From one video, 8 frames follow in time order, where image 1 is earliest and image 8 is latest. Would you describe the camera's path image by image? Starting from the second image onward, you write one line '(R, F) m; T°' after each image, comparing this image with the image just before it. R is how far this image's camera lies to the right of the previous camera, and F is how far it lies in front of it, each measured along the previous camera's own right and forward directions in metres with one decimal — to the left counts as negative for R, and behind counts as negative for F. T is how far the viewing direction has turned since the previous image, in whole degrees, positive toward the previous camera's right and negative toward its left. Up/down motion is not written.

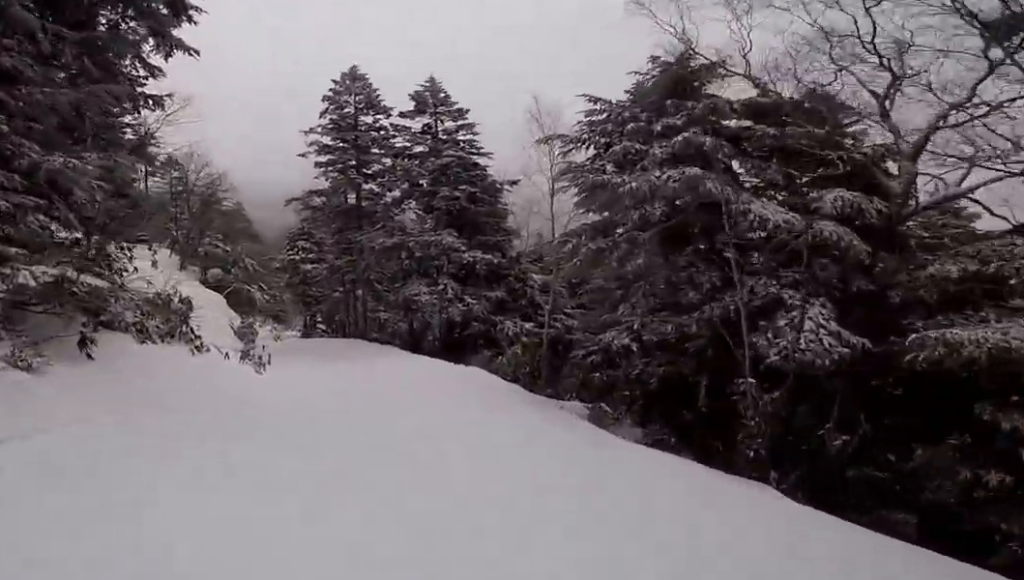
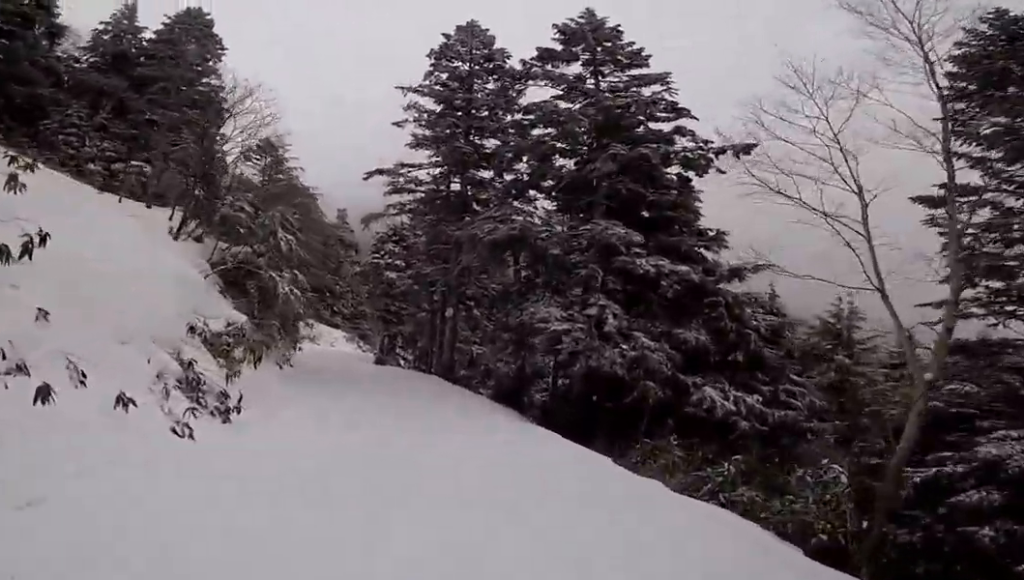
(-1.1, +7.5) m; -21°
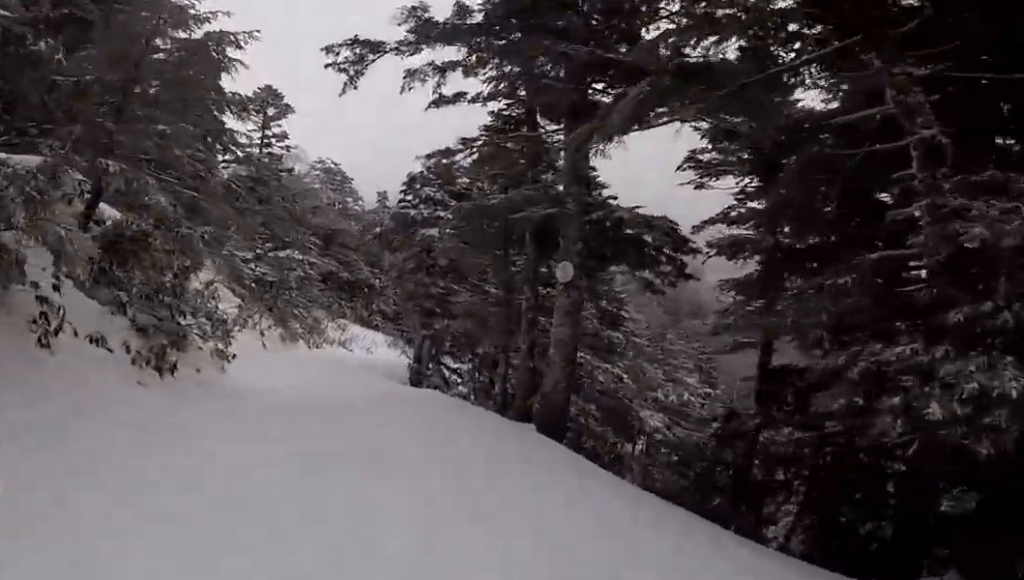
(-1.8, +10.8) m; -11°
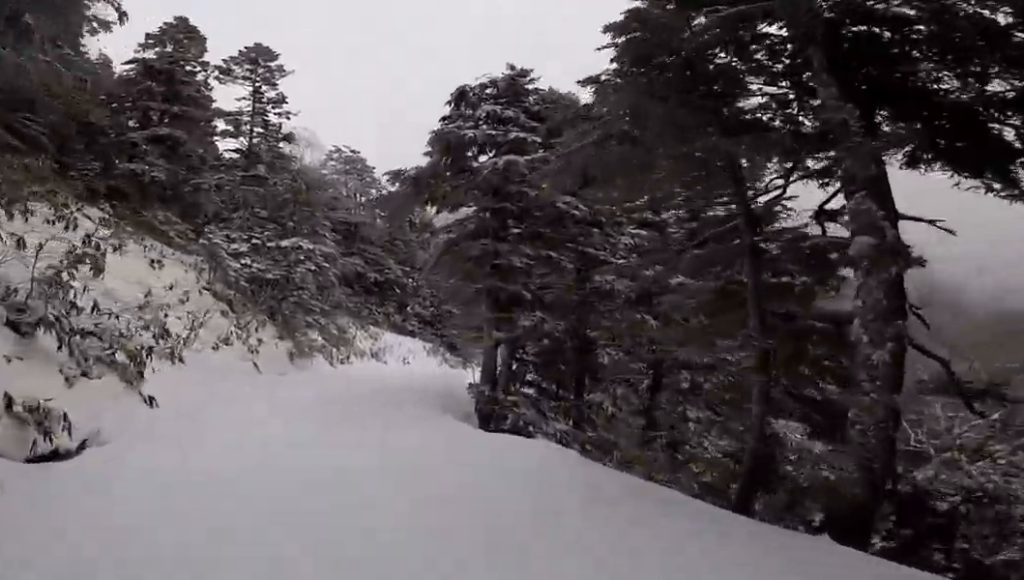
(0.0, +6.8) m; +10°
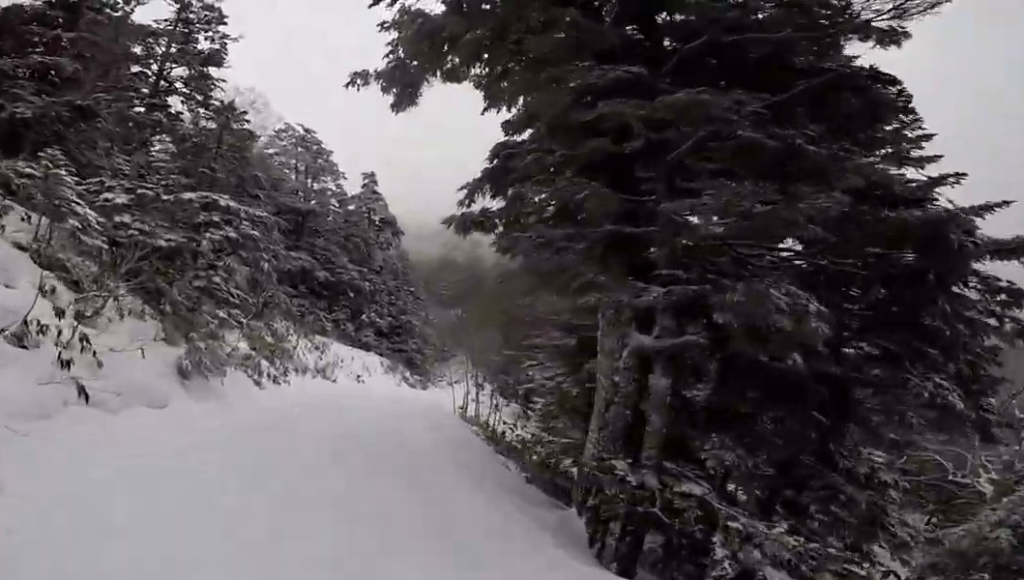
(+1.4, +6.5) m; +8°
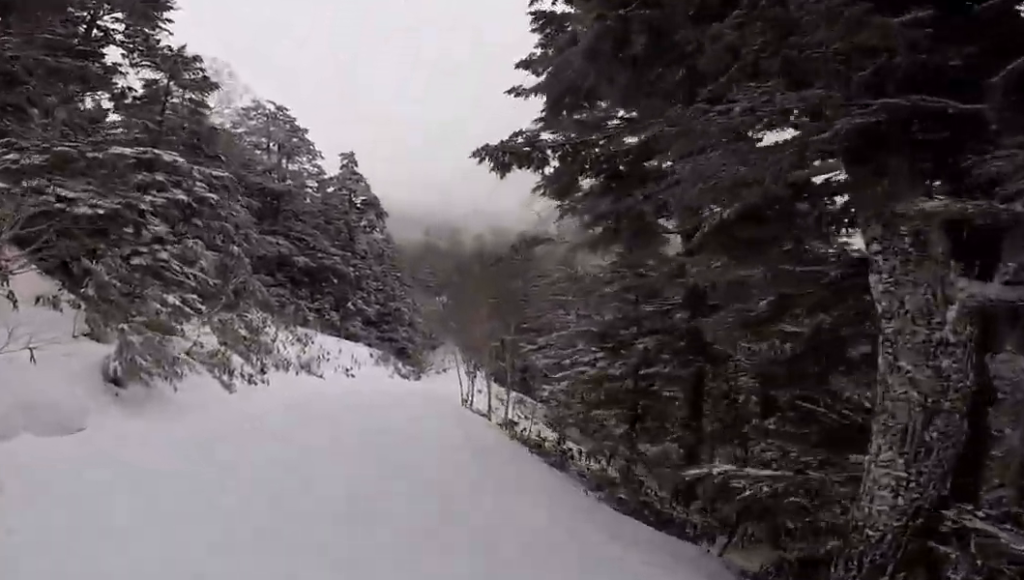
(-0.6, +2.7) m; -8°
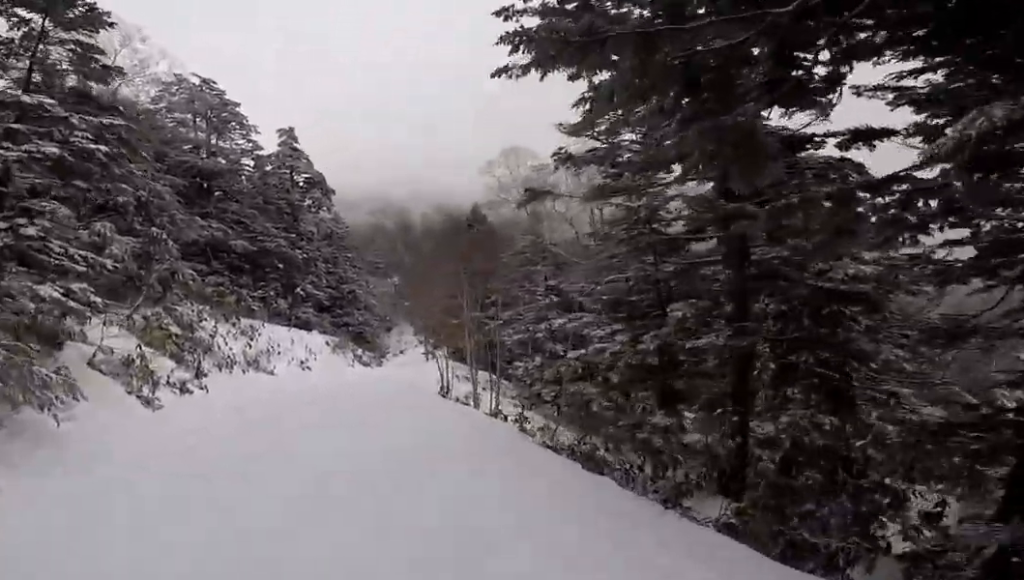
(-0.2, +2.7) m; -6°
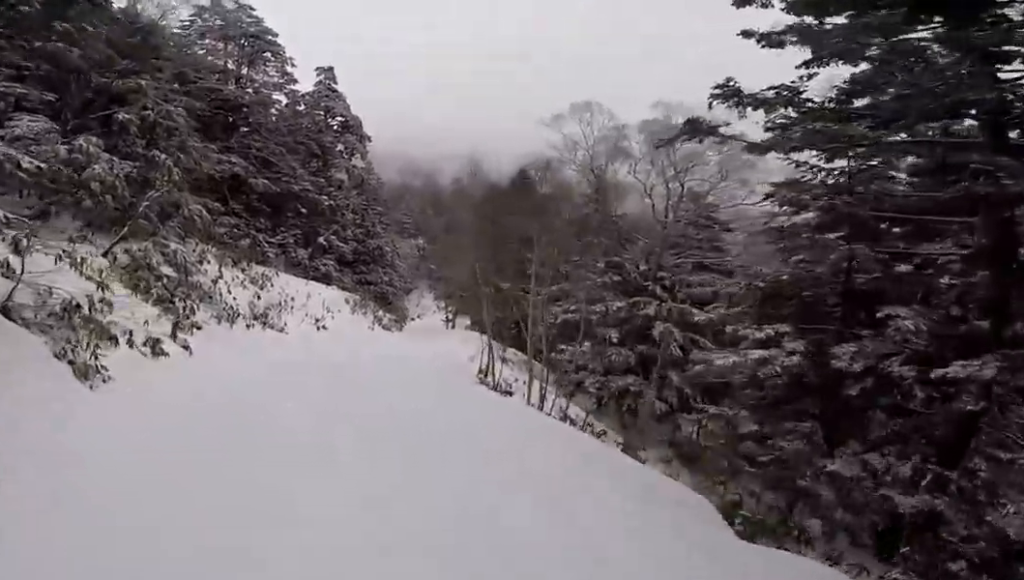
(-0.3, +3.9) m; +9°
